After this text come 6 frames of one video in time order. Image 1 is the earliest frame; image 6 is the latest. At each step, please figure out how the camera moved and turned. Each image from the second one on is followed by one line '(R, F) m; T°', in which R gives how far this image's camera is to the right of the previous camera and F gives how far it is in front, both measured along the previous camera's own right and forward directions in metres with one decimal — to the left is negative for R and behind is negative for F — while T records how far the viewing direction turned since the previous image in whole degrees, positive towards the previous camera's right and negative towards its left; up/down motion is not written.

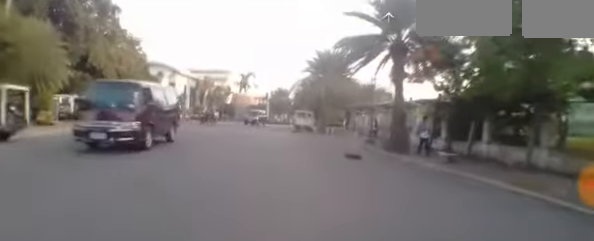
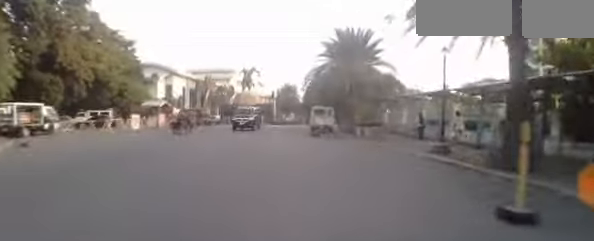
(+0.1, +6.4) m; -3°
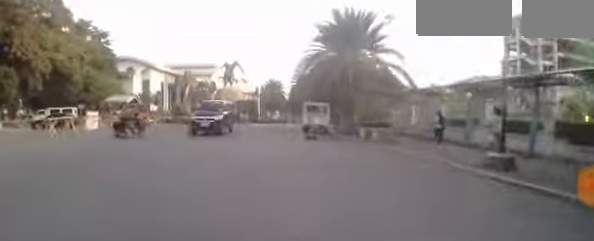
(-0.3, +3.6) m; -1°
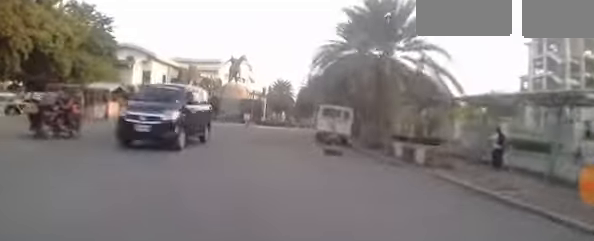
(-0.1, +4.2) m; 0°
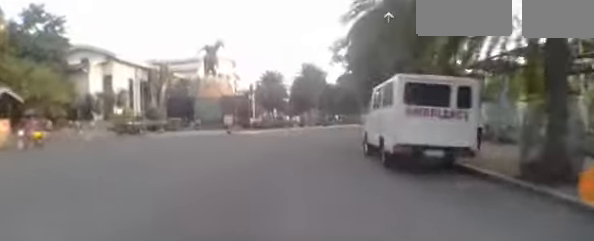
(+0.4, +10.6) m; +3°
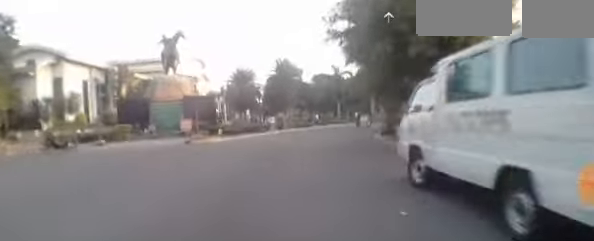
(0.0, +4.6) m; +3°
